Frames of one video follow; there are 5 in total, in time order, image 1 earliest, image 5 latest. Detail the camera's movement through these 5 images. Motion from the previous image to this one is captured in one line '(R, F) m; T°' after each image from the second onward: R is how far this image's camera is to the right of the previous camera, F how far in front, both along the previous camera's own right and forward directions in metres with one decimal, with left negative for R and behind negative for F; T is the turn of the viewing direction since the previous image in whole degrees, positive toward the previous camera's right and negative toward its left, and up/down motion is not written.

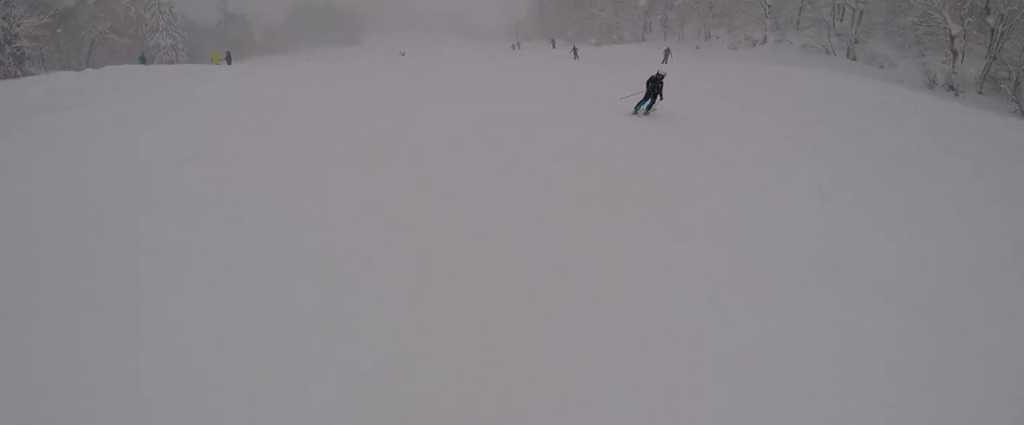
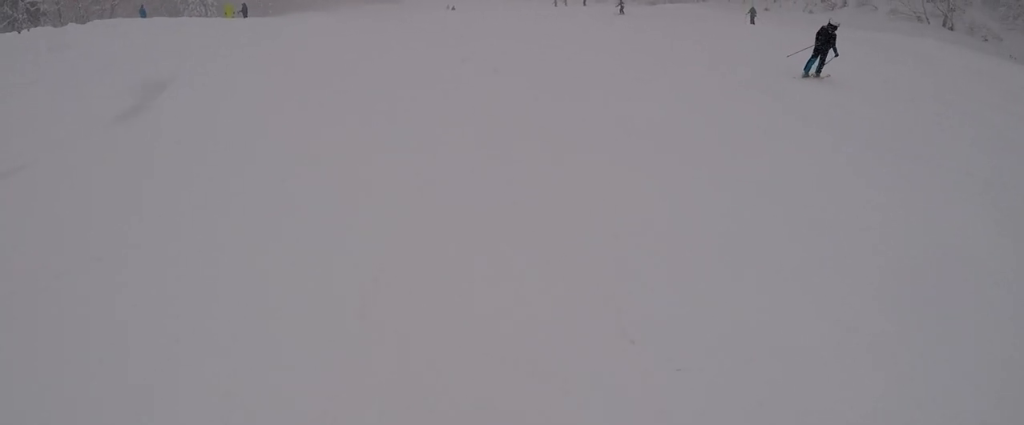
(+0.1, +5.5) m; -1°
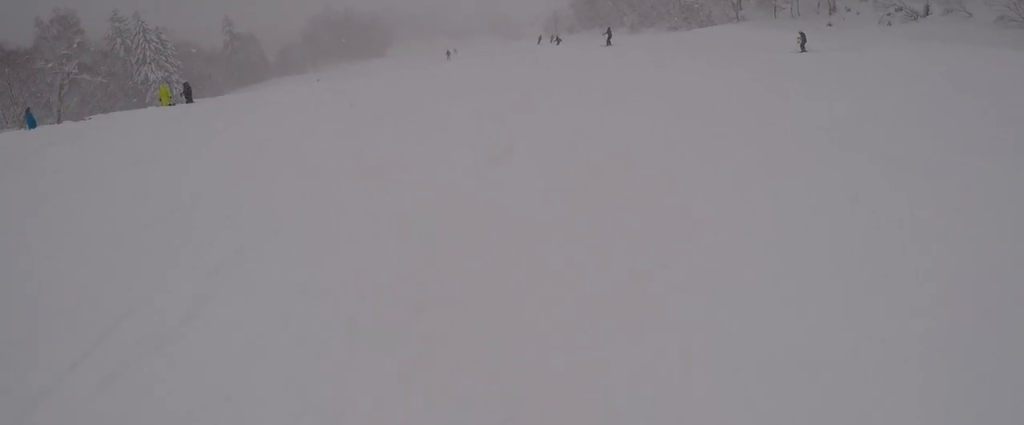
(-0.4, +12.0) m; -1°
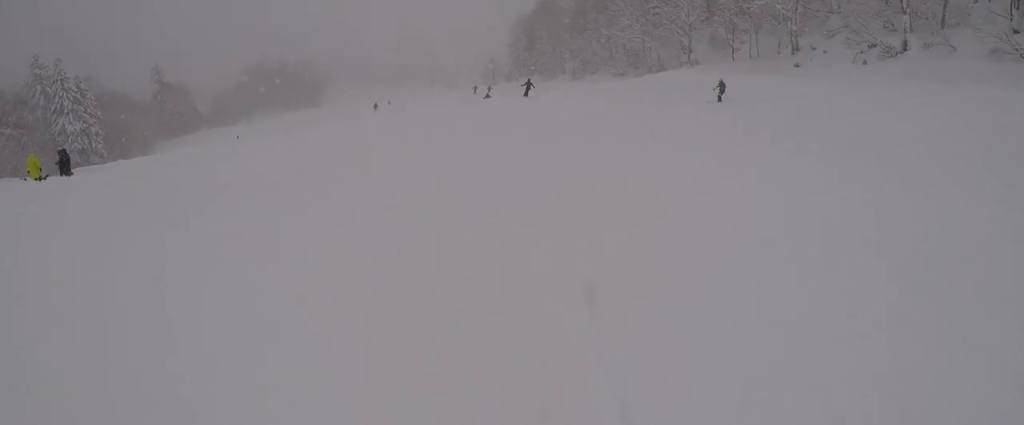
(+0.3, +6.8) m; +2°
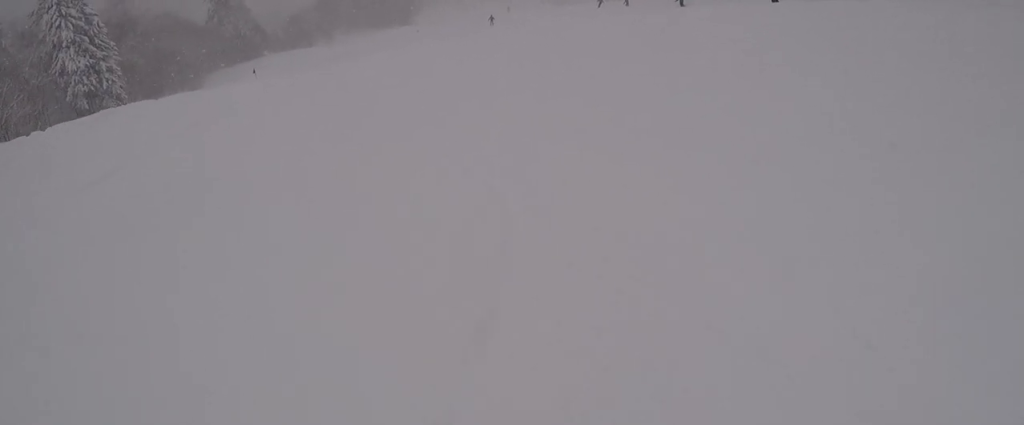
(-0.3, +25.5) m; +5°
